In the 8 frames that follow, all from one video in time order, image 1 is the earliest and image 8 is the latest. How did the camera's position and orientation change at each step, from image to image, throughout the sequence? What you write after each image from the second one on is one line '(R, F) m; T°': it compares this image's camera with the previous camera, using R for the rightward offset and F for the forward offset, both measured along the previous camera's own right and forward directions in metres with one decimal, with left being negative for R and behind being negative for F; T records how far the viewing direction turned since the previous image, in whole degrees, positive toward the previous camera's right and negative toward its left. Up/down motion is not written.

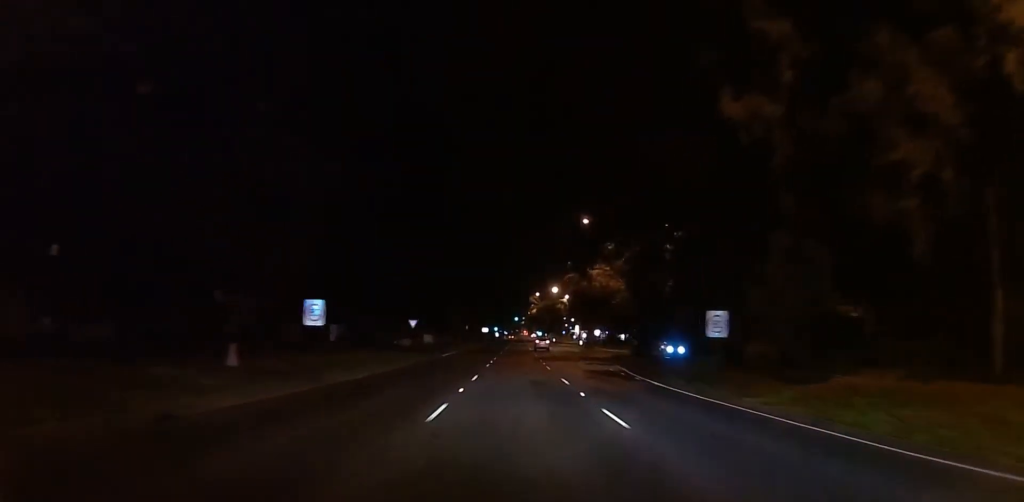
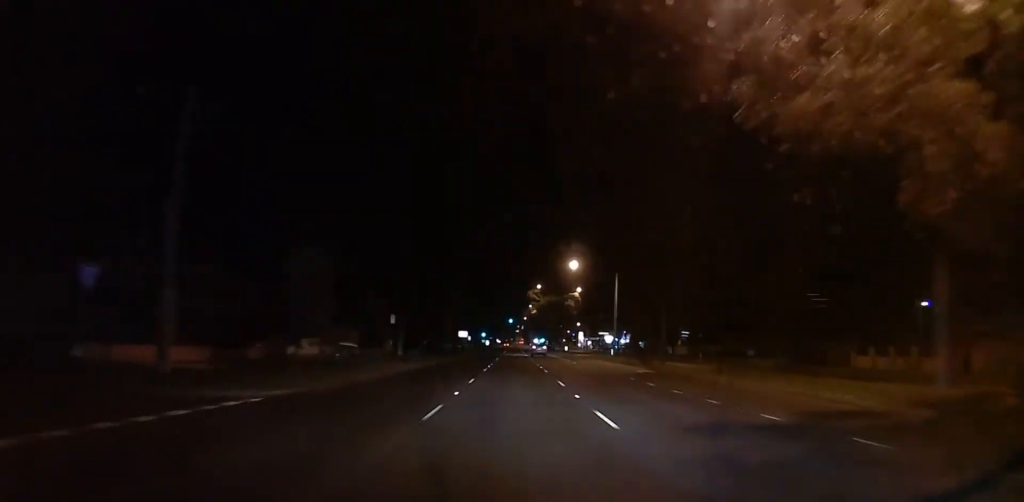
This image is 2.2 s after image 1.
(+0.1, +46.5) m; 0°
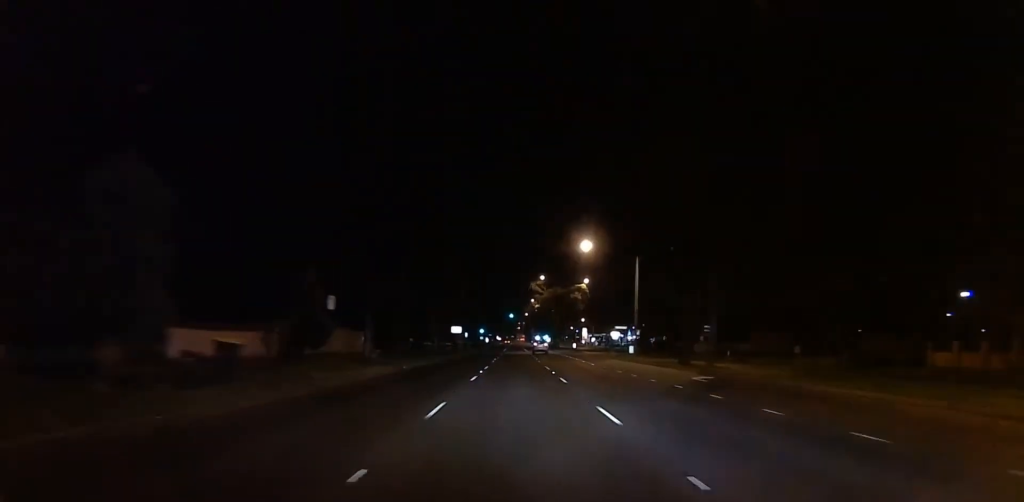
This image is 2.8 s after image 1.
(0.0, +11.9) m; 0°
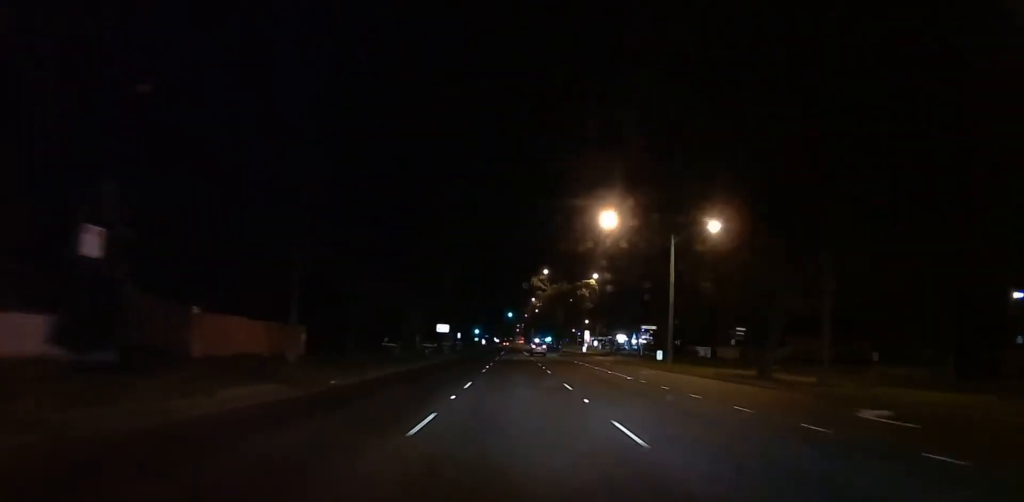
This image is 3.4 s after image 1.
(0.0, +14.0) m; 0°
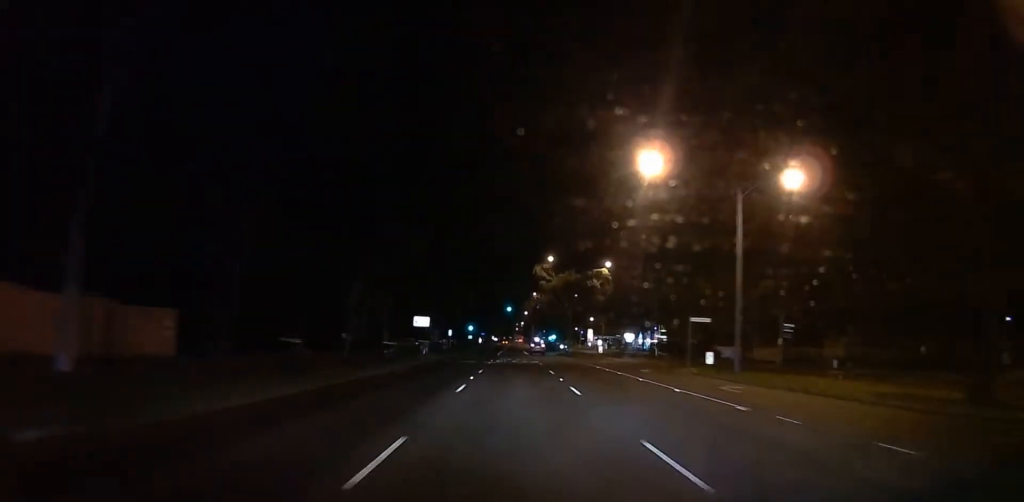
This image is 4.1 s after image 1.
(0.0, +14.7) m; 0°
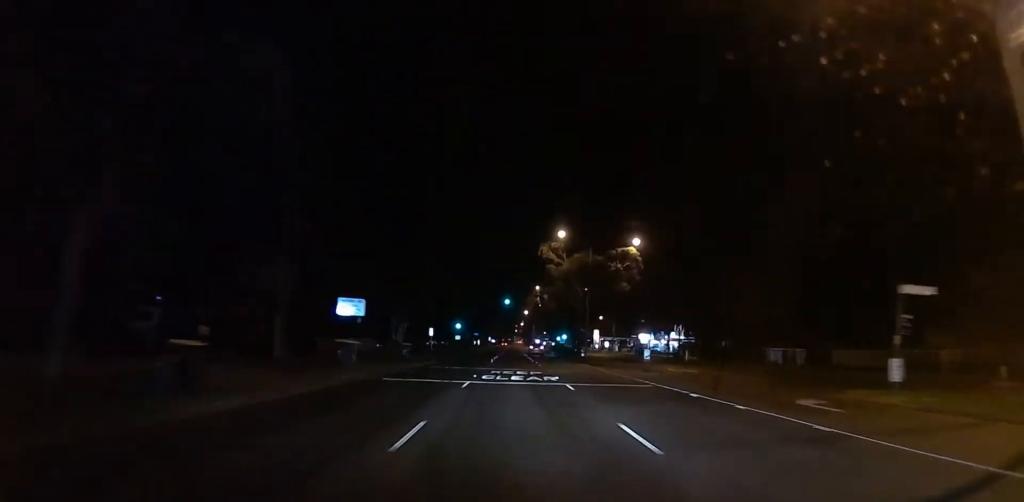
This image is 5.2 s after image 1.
(0.0, +21.5) m; 0°
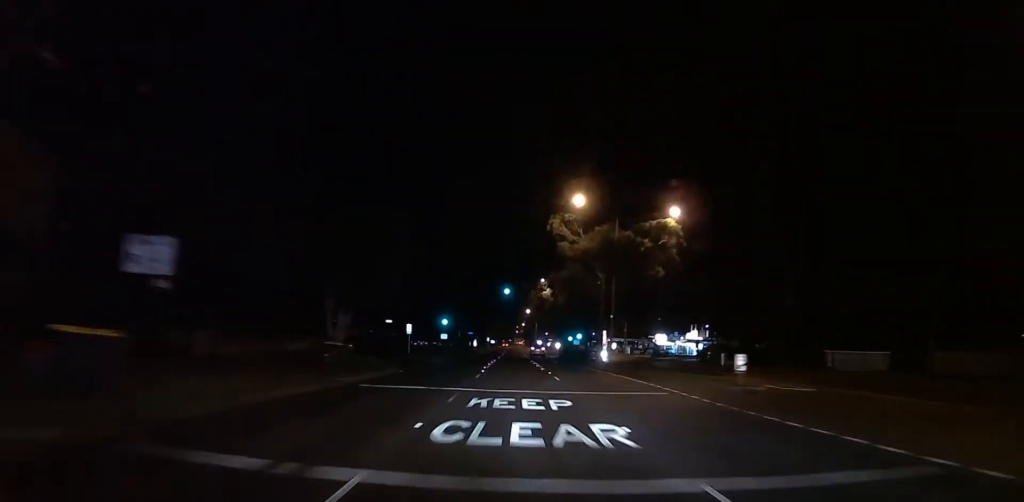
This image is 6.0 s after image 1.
(+0.1, +16.4) m; 0°
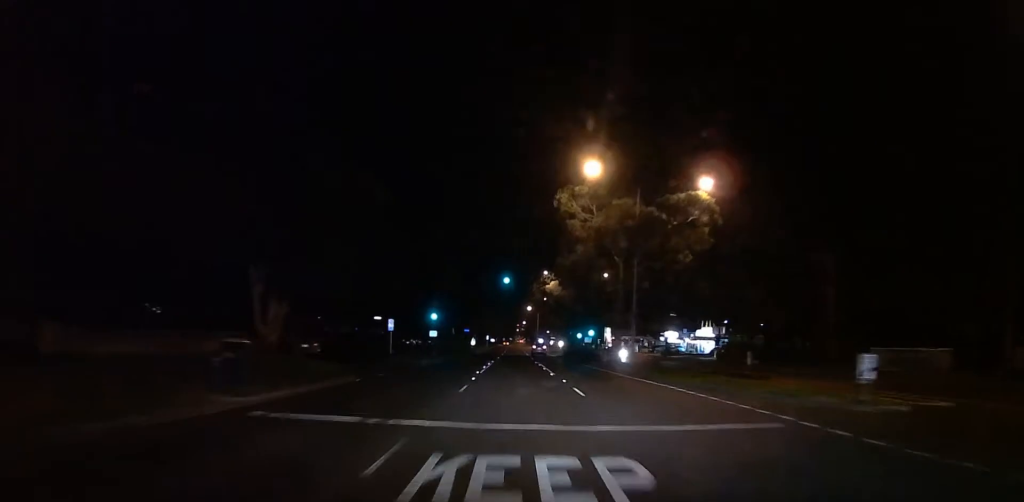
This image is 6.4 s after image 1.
(-0.1, +8.9) m; 0°
